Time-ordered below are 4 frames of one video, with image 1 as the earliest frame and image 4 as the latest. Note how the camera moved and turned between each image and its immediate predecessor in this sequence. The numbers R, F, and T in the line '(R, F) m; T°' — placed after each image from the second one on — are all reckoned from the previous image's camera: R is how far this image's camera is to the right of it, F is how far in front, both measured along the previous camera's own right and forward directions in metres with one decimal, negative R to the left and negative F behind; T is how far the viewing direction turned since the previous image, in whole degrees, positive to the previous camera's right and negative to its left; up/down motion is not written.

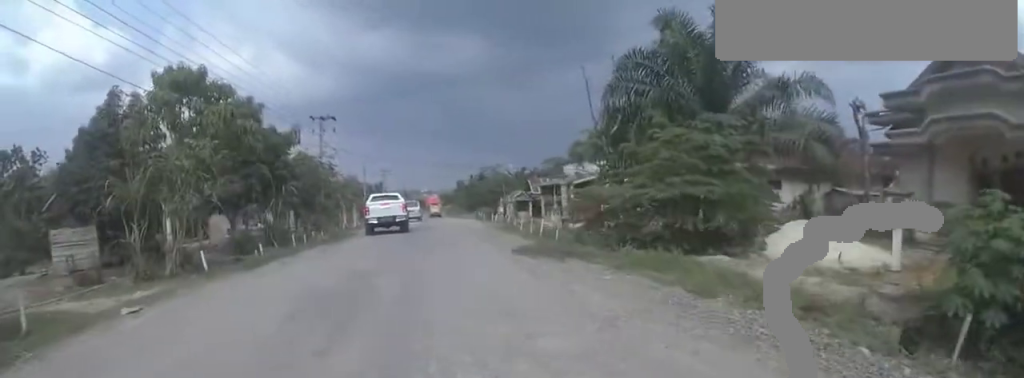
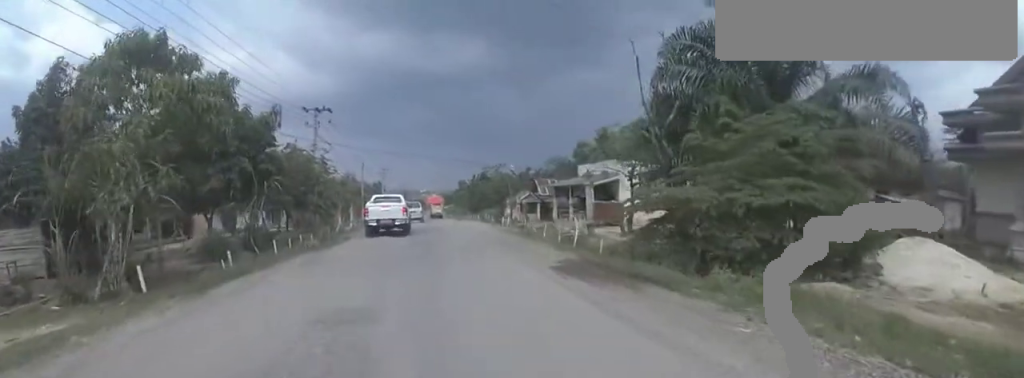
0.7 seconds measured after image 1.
(0.0, +3.3) m; 0°
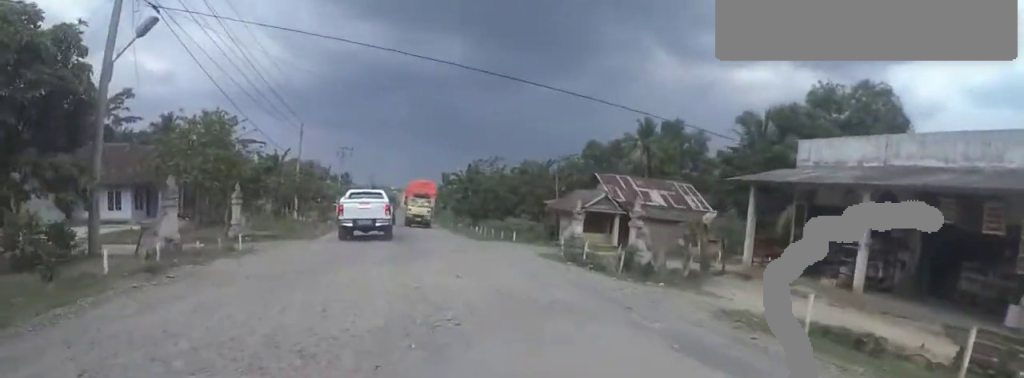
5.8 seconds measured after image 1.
(0.0, +24.9) m; 0°
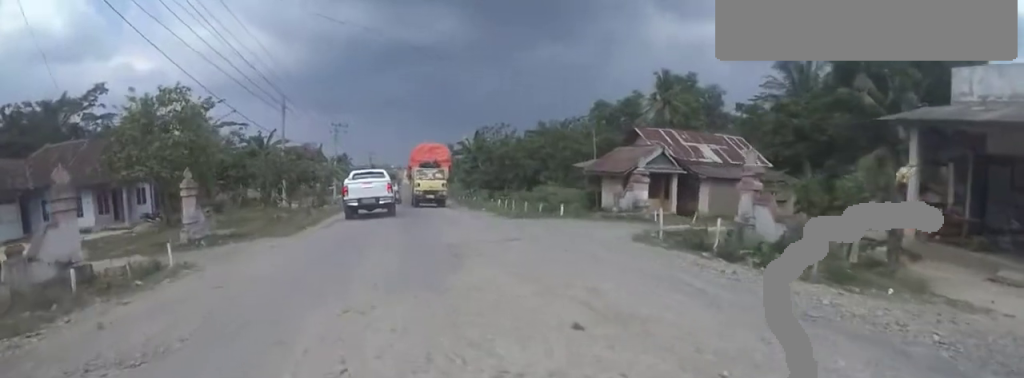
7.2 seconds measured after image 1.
(0.0, +5.6) m; 0°
